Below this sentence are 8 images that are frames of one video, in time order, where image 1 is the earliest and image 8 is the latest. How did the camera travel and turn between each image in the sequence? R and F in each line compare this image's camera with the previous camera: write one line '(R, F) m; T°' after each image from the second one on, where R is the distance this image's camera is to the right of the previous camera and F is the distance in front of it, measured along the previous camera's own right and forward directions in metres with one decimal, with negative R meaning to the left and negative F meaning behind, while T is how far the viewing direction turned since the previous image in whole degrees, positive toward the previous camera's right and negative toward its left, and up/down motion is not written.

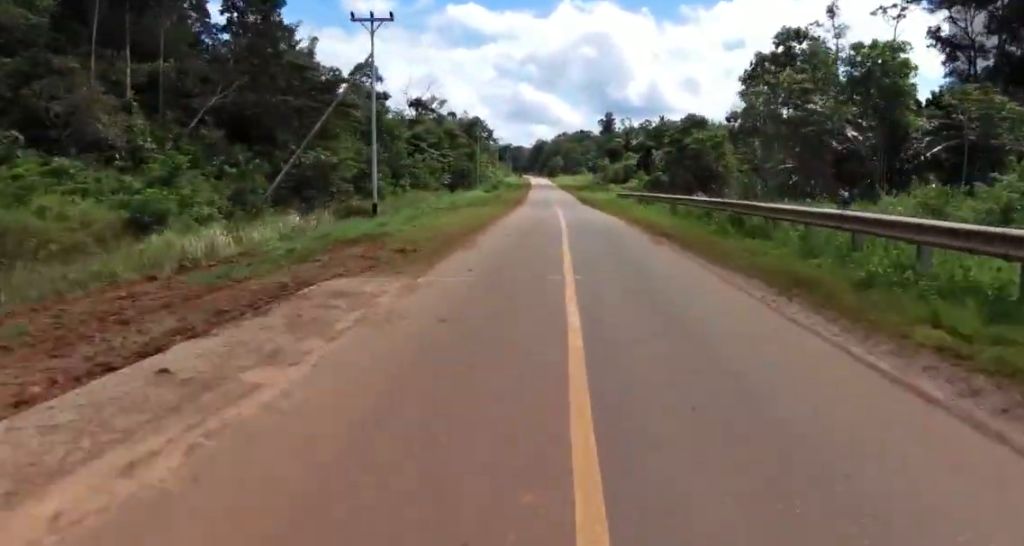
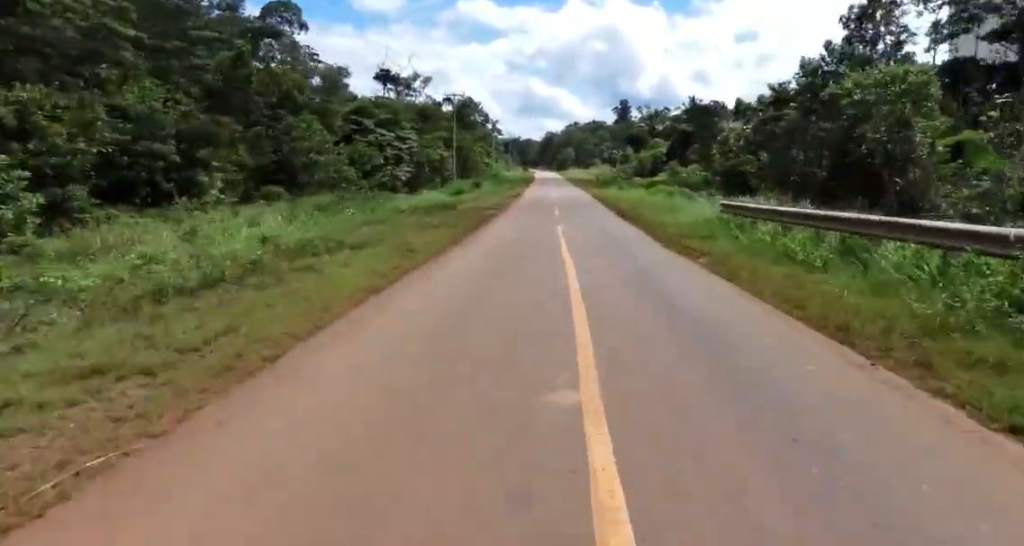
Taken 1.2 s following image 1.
(-0.8, +28.3) m; -4°
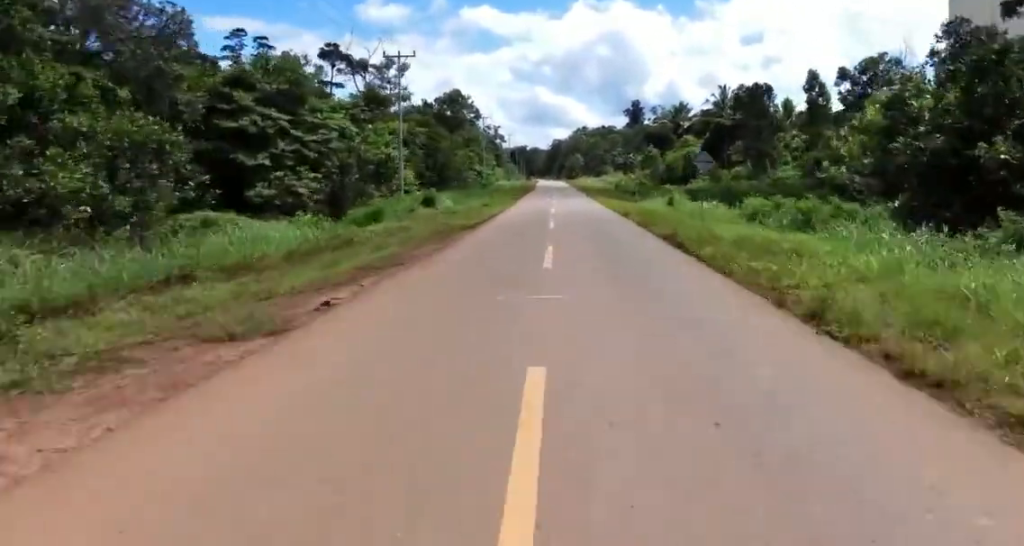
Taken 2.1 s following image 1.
(-0.7, +23.5) m; -2°
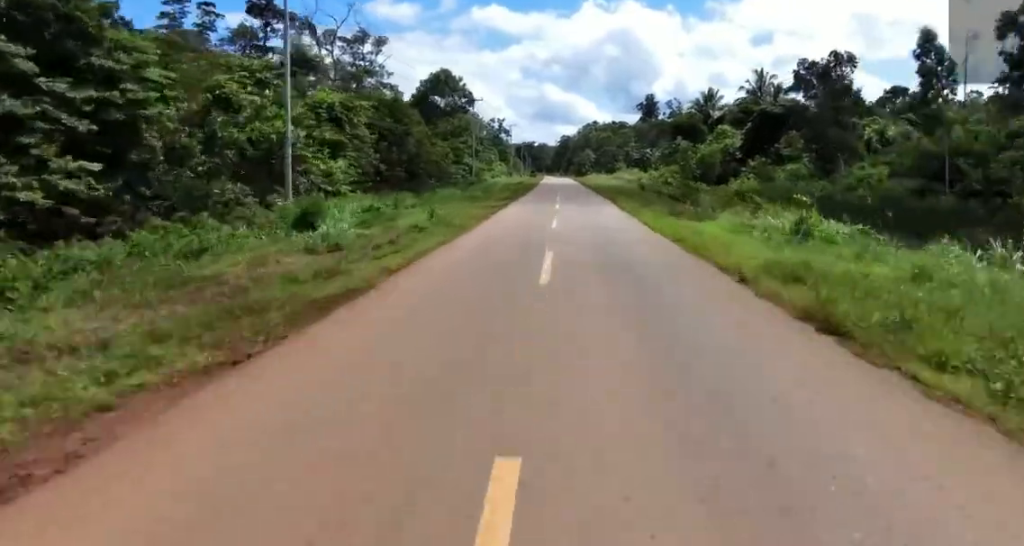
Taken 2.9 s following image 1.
(+0.1, +18.6) m; 0°
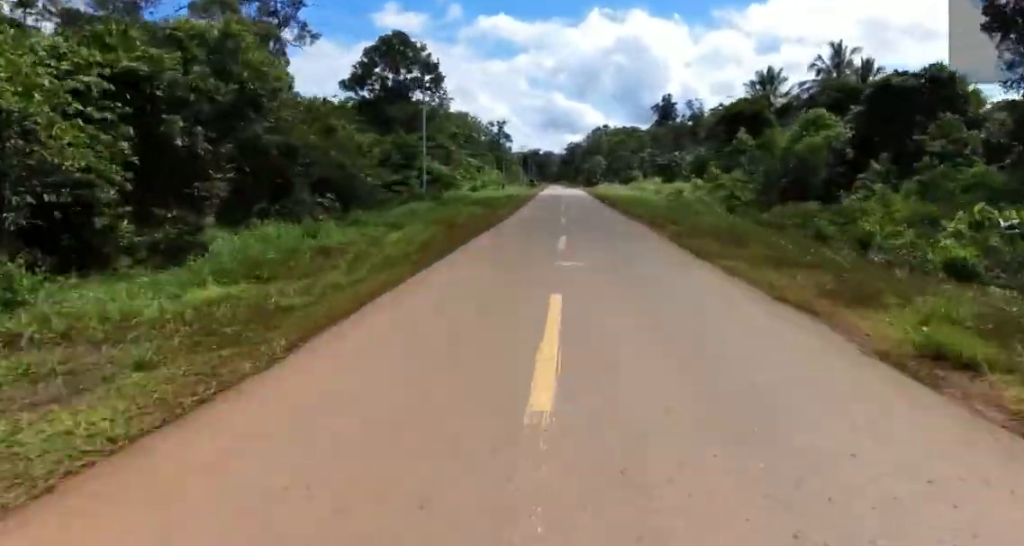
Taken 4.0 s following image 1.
(0.0, +28.4) m; 0°
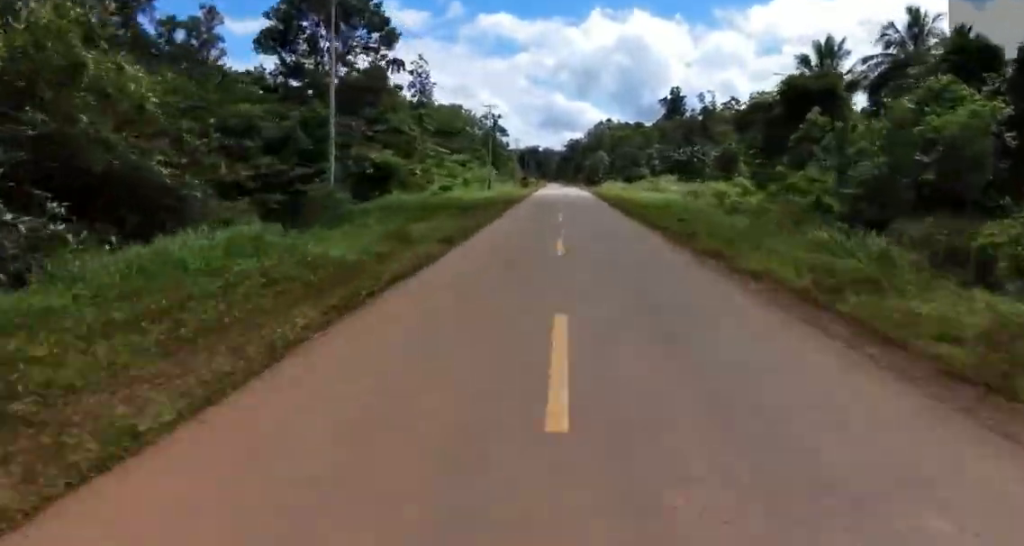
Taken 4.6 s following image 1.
(-0.2, +17.7) m; +1°
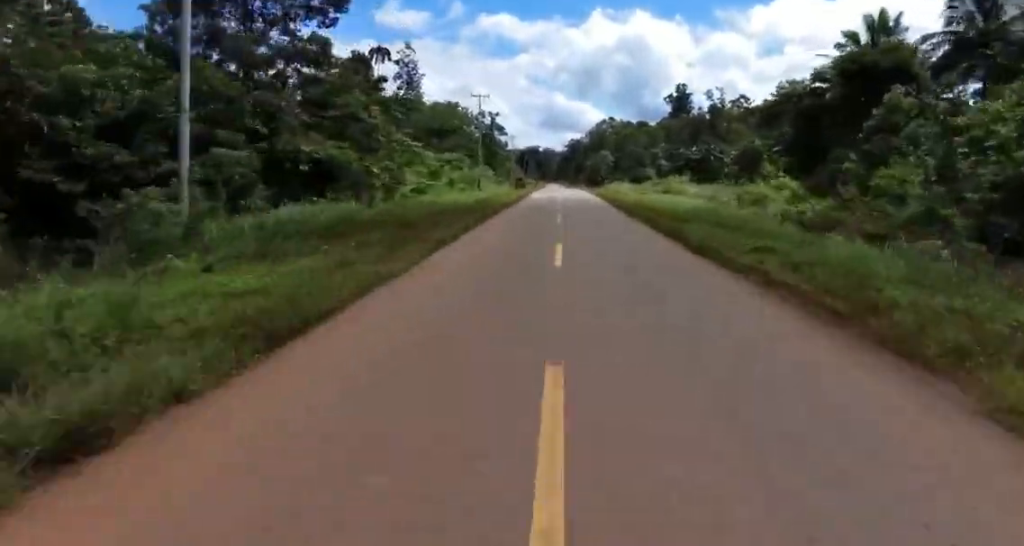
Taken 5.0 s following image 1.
(+0.2, +10.6) m; 0°
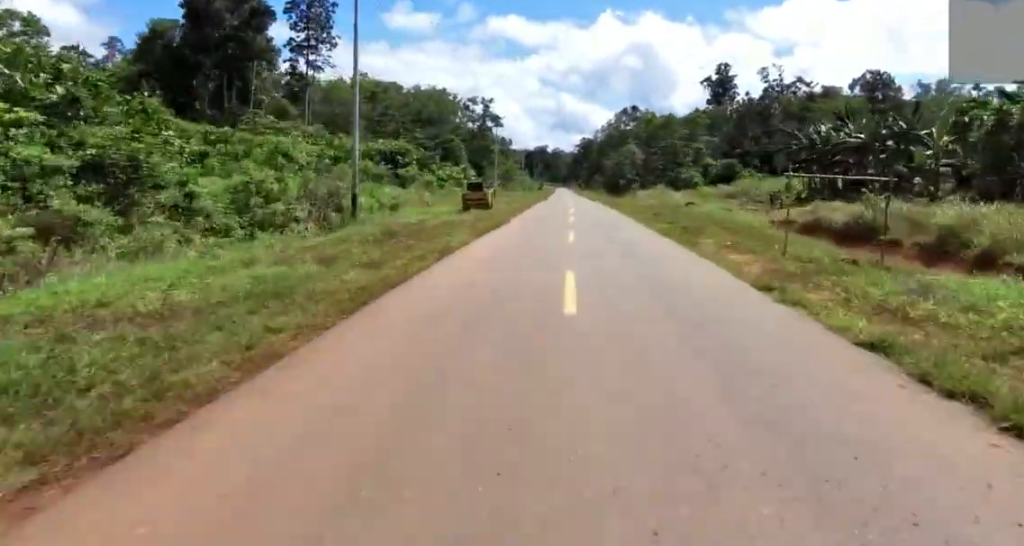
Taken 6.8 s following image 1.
(+0.2, +45.6) m; 0°
